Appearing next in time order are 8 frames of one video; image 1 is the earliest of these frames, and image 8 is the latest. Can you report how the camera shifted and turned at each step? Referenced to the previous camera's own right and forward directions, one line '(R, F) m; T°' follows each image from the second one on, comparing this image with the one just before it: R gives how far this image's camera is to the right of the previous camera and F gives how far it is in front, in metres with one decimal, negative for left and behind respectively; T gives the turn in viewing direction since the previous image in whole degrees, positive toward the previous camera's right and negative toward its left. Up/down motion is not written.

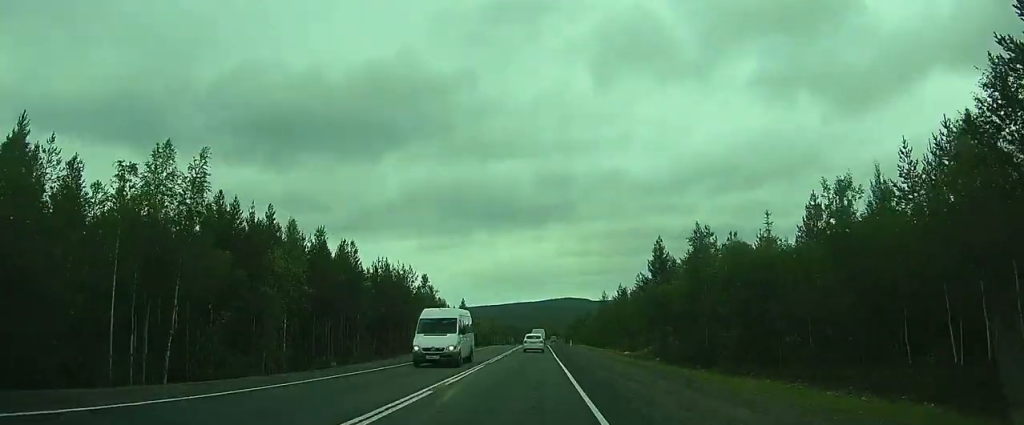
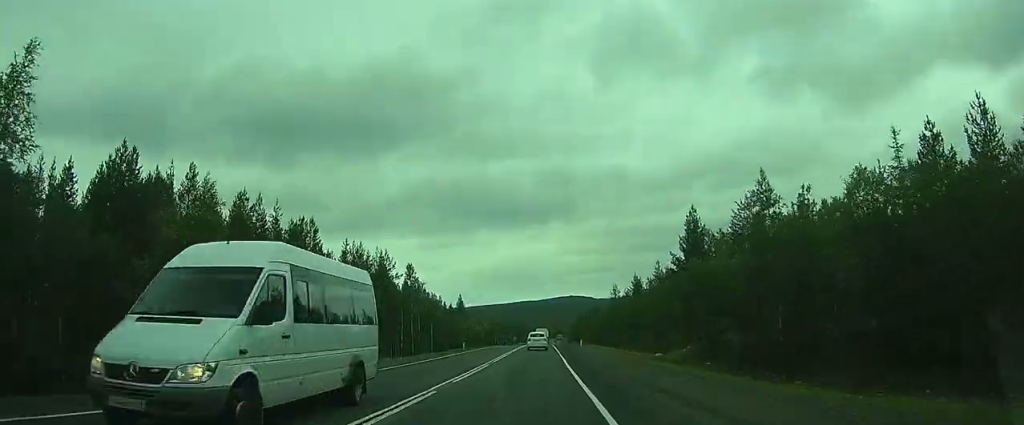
(-0.1, +11.9) m; -1°
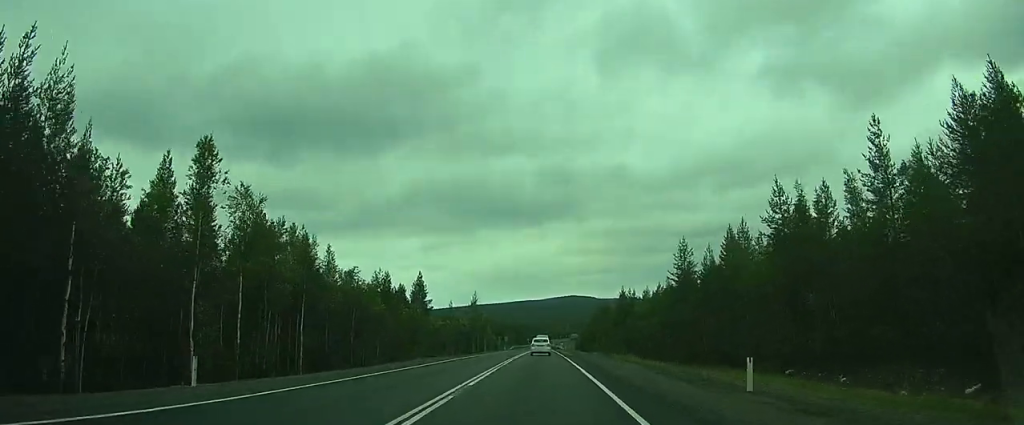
(-0.2, +47.9) m; +1°
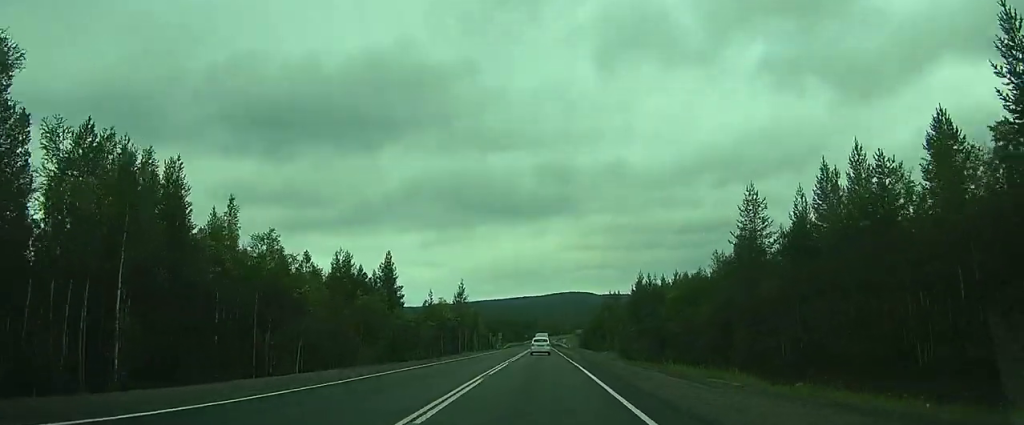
(+0.4, +18.4) m; +1°
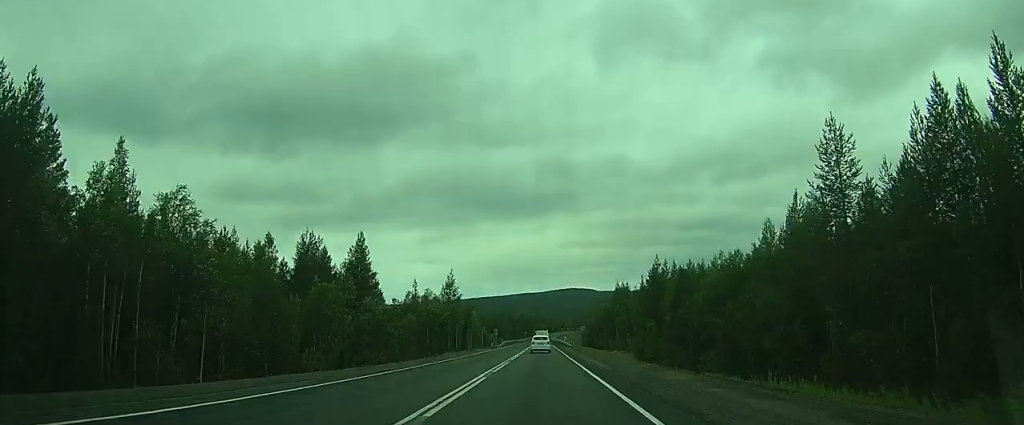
(-0.1, +11.2) m; 0°
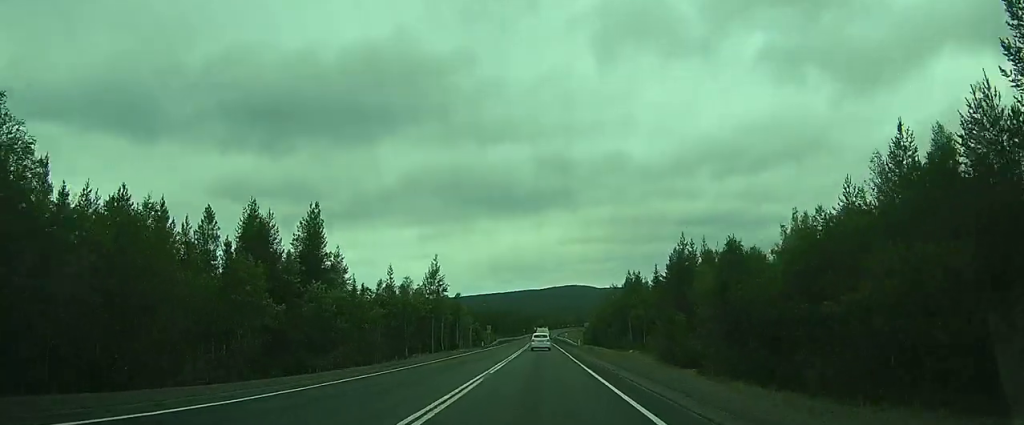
(0.0, +12.8) m; 0°
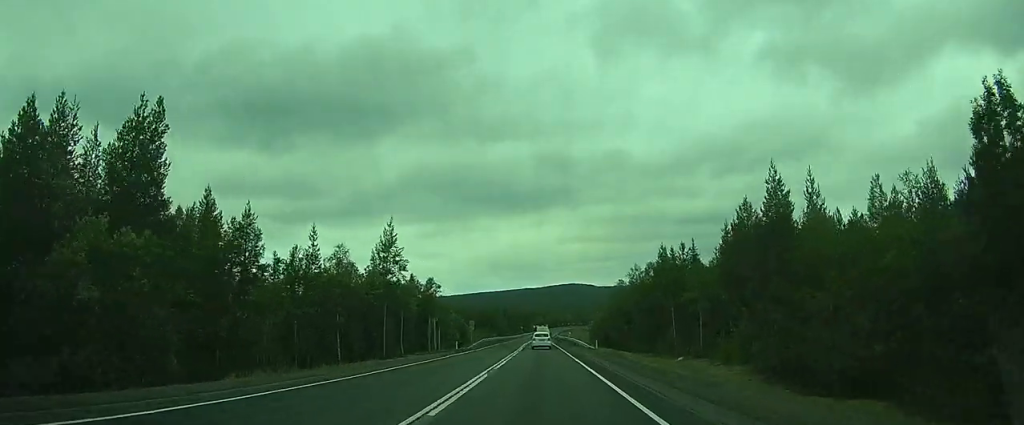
(0.0, +22.5) m; 0°
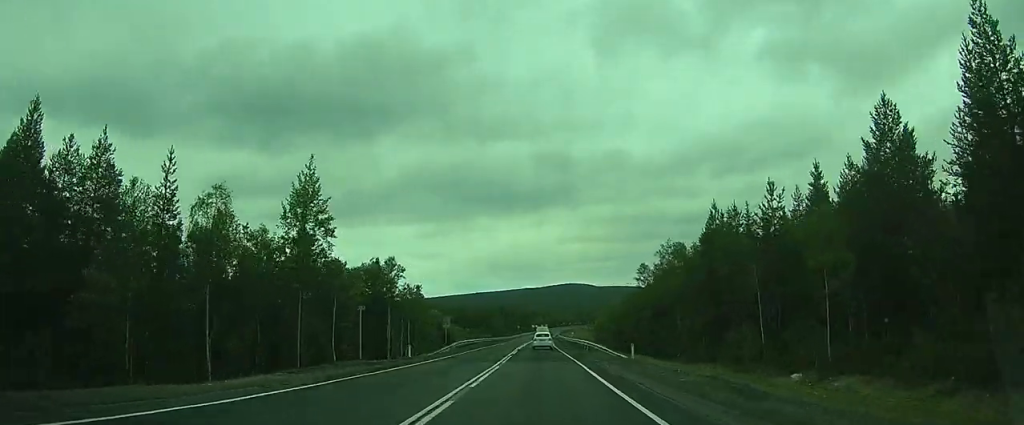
(0.0, +18.5) m; 0°
